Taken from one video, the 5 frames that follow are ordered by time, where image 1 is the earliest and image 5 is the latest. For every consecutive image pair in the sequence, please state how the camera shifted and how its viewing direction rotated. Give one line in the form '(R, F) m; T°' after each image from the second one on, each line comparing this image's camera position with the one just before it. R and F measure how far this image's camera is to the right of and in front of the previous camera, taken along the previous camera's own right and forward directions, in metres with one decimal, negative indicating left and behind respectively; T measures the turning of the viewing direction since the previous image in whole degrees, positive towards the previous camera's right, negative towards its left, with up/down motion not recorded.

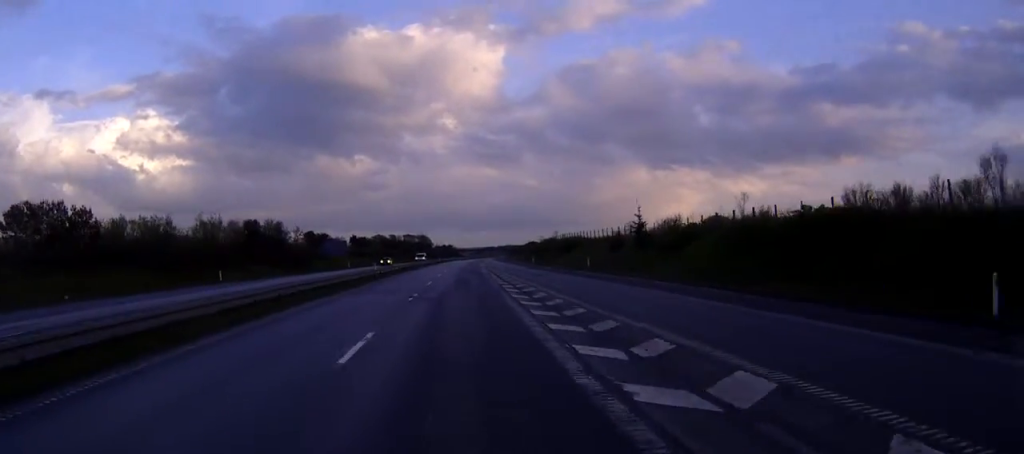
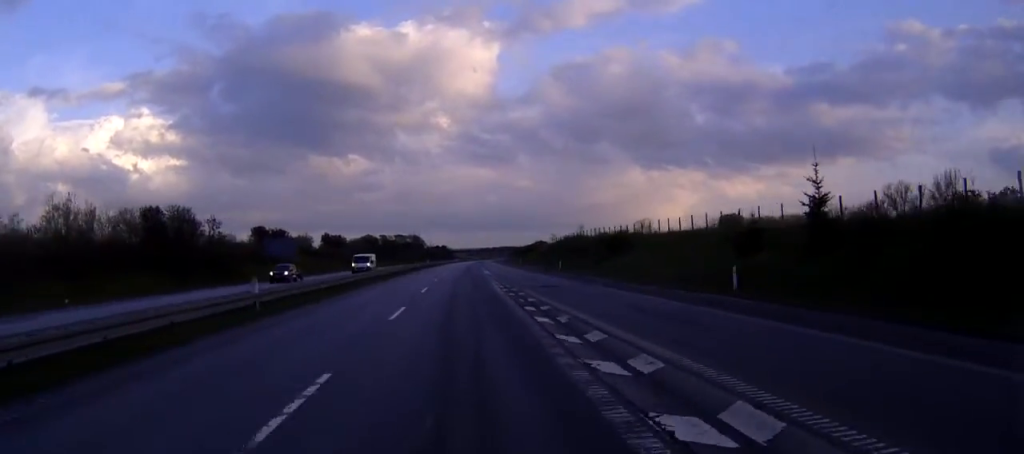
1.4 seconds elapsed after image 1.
(+0.2, +35.3) m; +1°
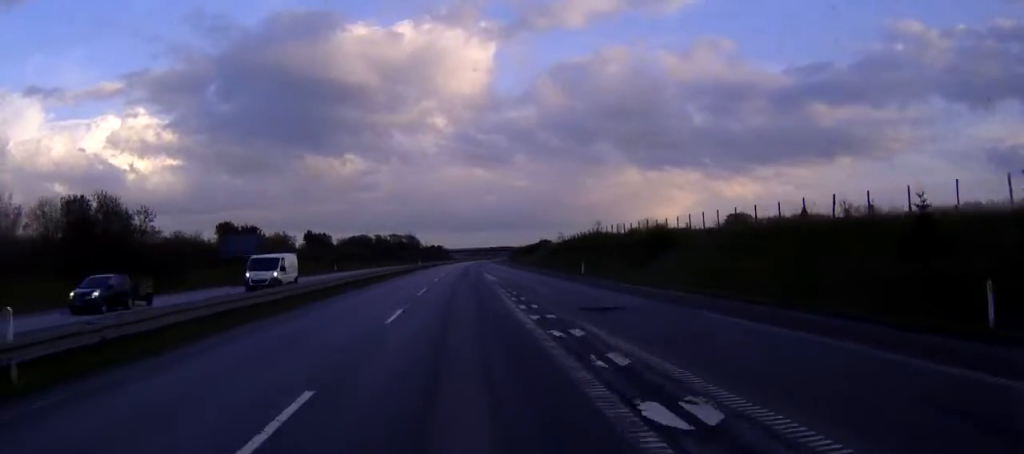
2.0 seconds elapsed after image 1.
(0.0, +16.0) m; 0°
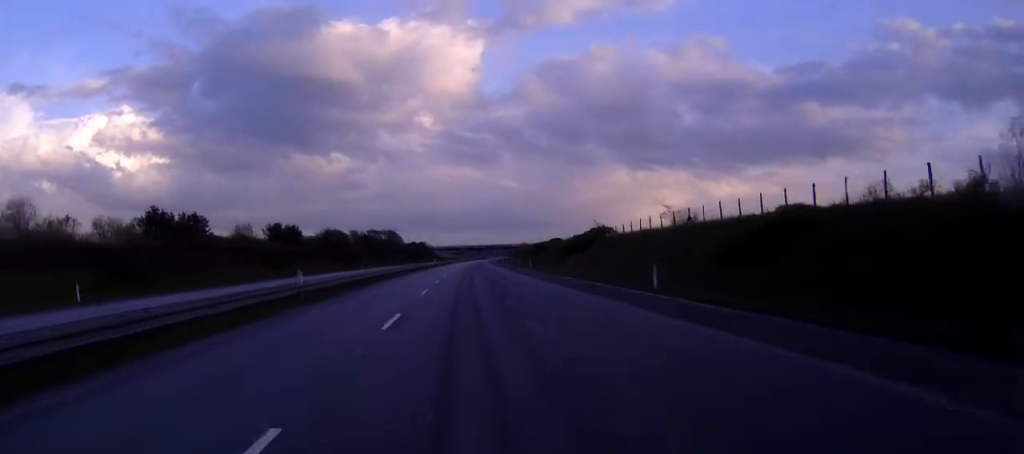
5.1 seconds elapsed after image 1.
(+0.6, +77.0) m; +1°
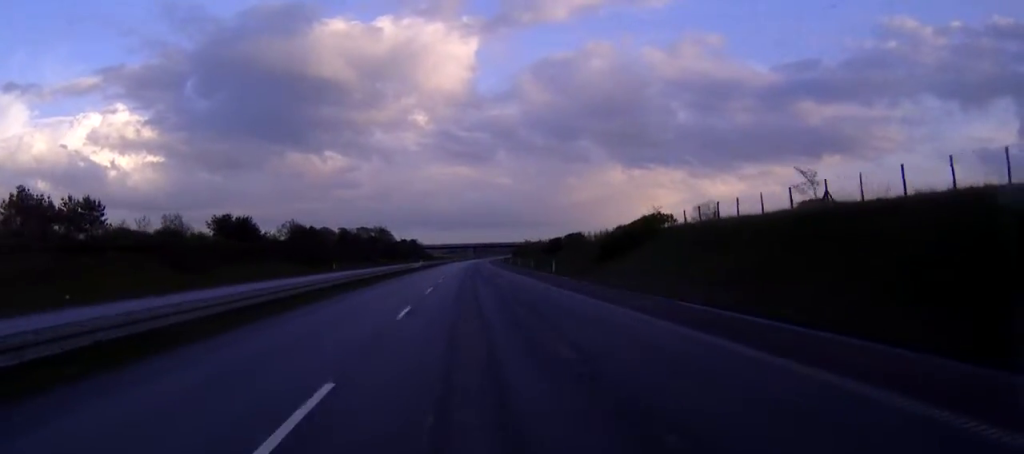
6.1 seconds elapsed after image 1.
(+0.2, +27.1) m; 0°
